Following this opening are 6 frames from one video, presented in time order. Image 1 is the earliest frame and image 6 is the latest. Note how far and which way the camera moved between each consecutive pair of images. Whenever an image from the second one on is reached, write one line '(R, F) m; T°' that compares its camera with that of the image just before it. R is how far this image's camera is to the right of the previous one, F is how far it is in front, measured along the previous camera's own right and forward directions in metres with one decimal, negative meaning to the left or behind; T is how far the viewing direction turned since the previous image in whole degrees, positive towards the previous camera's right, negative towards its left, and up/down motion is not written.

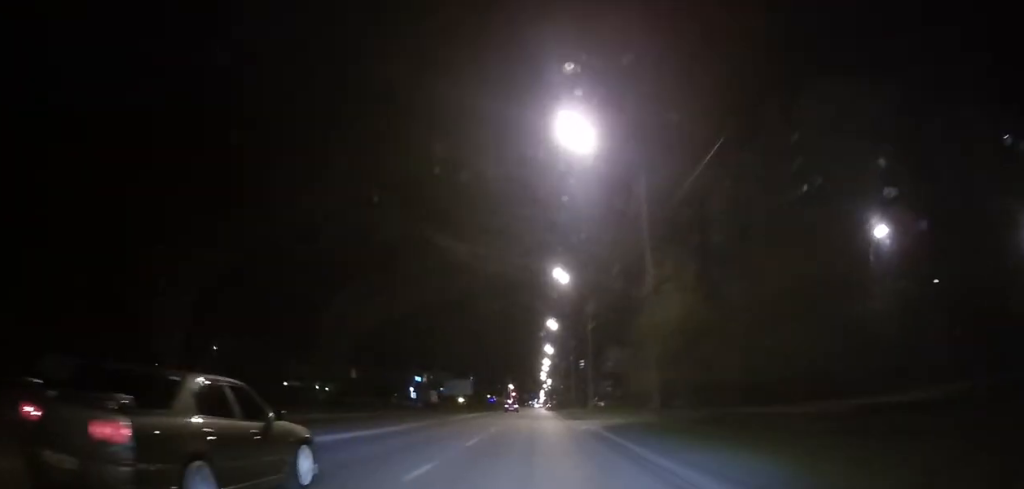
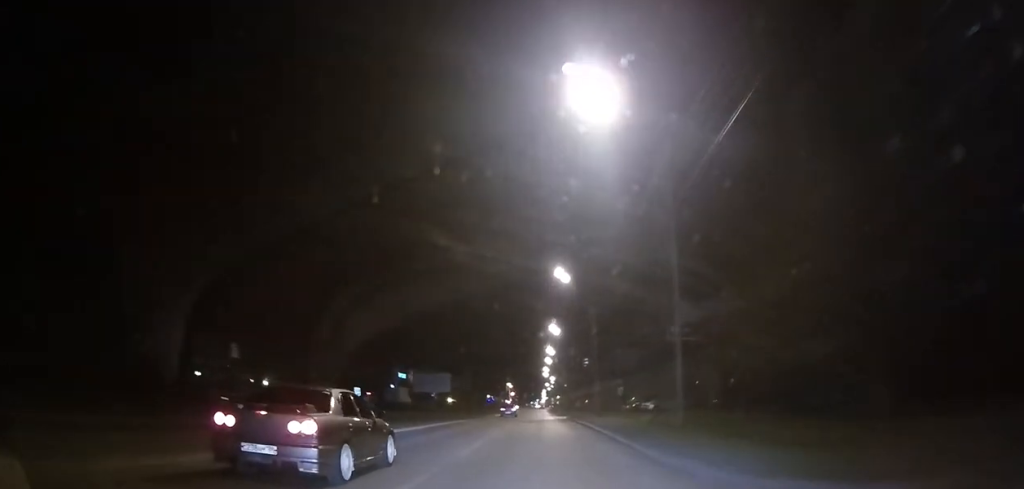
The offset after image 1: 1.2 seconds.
(0.0, +34.2) m; 0°
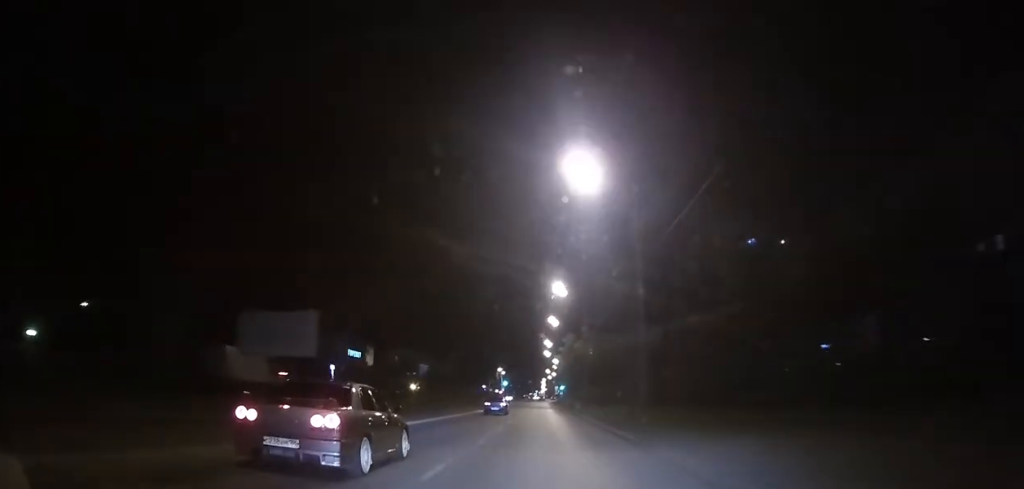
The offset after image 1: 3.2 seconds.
(-0.3, +65.6) m; 0°
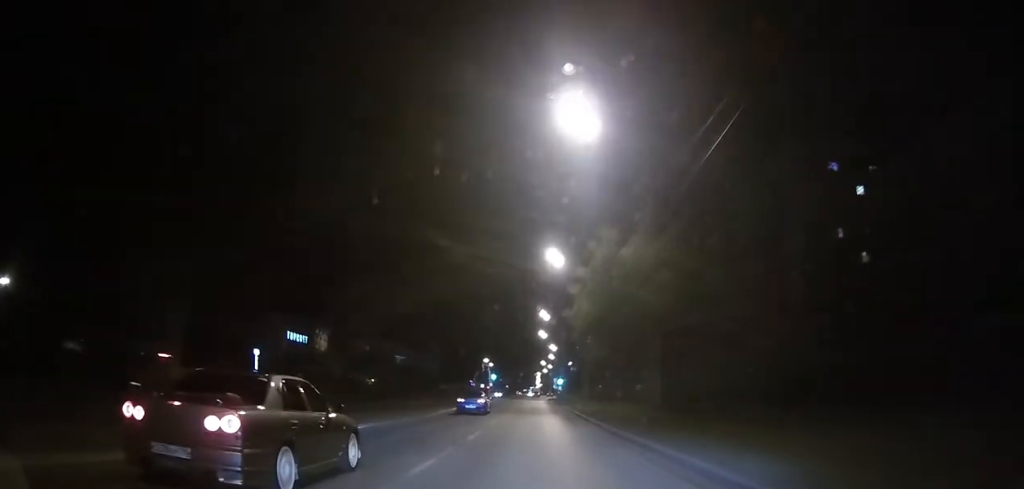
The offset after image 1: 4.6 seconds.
(+0.1, +53.9) m; 0°
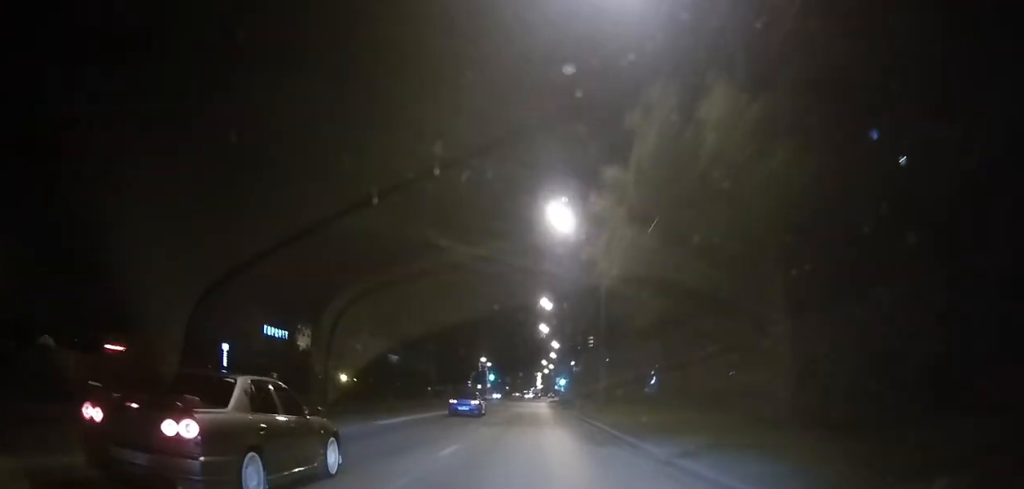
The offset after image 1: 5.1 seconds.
(0.0, +17.3) m; 0°
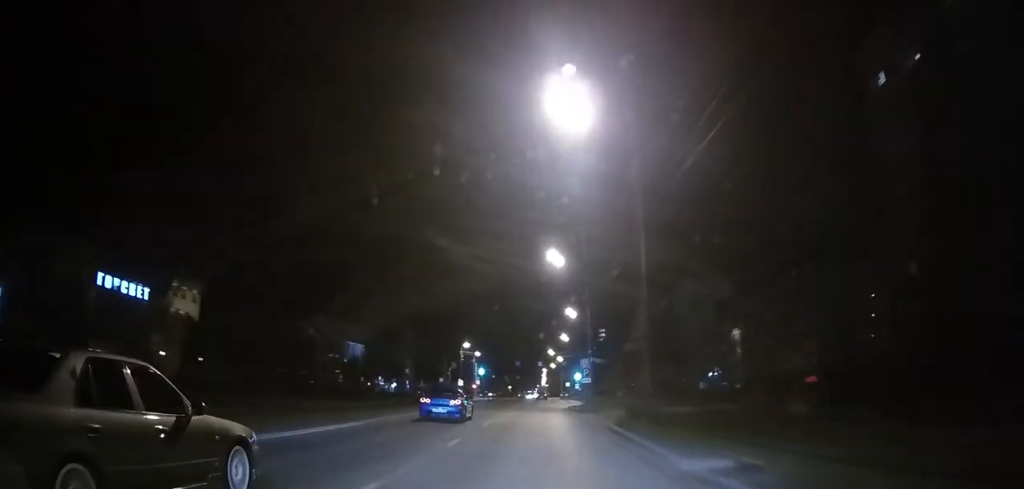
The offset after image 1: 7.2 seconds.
(-0.2, +67.1) m; -1°
